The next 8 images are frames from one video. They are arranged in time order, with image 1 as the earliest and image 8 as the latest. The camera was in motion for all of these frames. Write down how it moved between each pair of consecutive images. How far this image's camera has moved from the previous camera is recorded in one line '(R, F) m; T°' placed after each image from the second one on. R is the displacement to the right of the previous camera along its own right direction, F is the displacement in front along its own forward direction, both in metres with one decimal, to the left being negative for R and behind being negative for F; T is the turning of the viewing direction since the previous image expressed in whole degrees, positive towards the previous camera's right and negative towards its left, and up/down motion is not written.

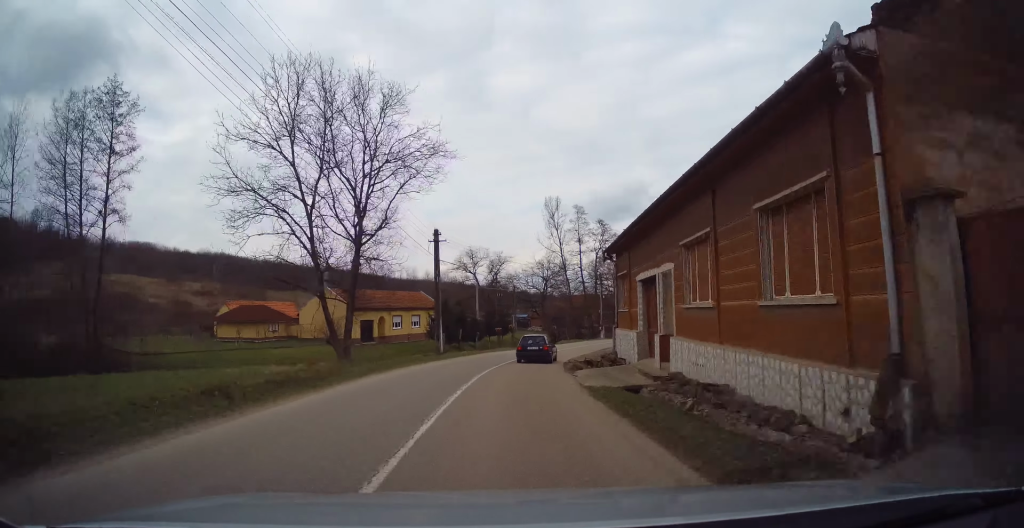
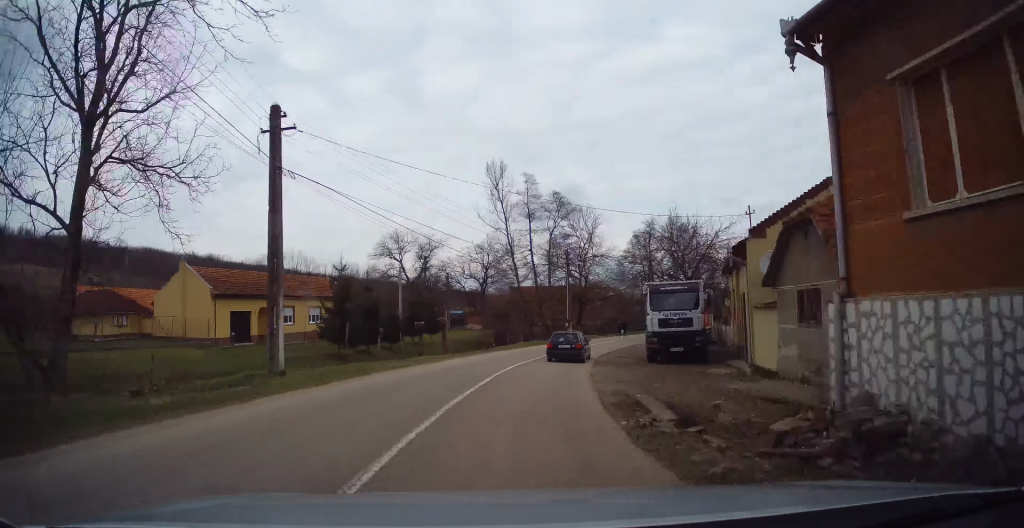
(+1.0, +19.3) m; +5°
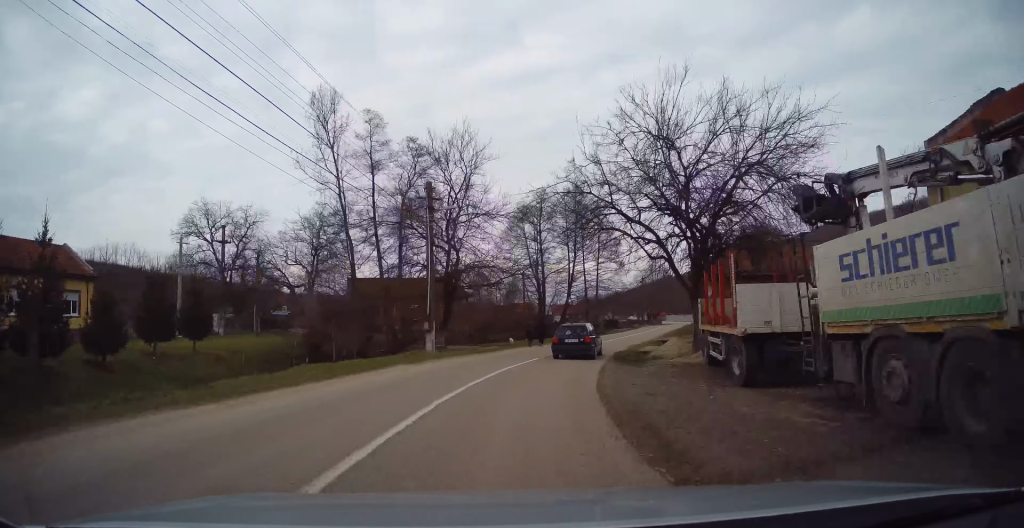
(+2.3, +23.8) m; +14°
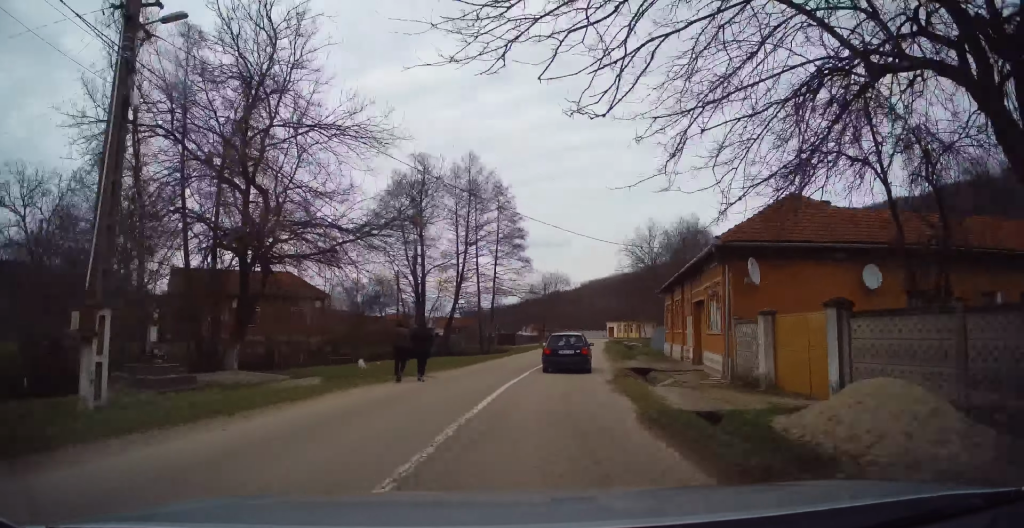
(+1.5, +17.2) m; +12°
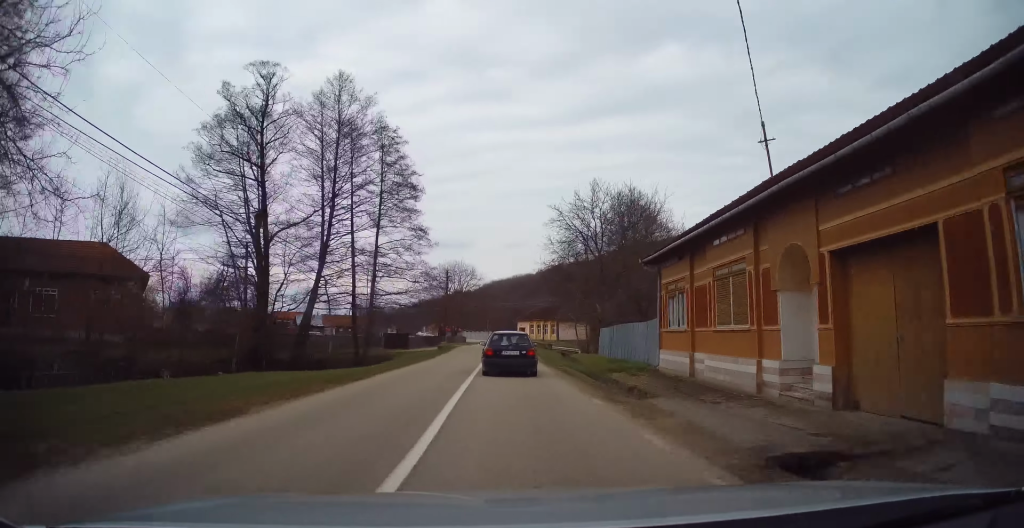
(+1.7, +16.0) m; +11°
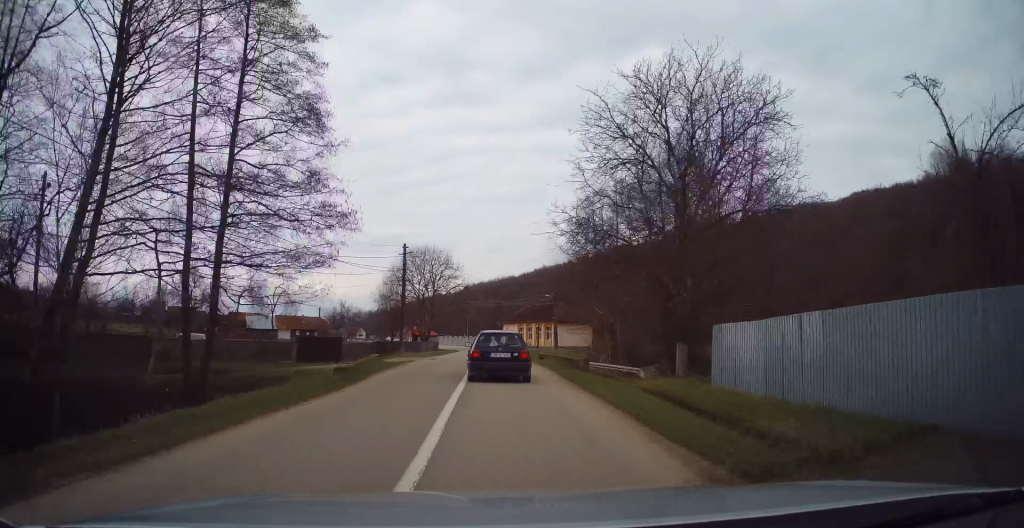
(+1.9, +20.6) m; +8°
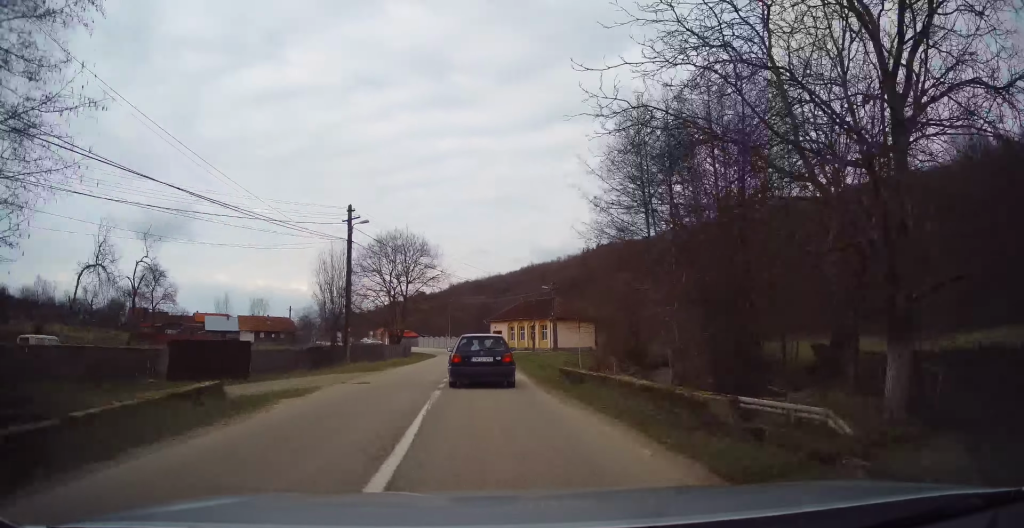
(+0.4, +13.4) m; +2°
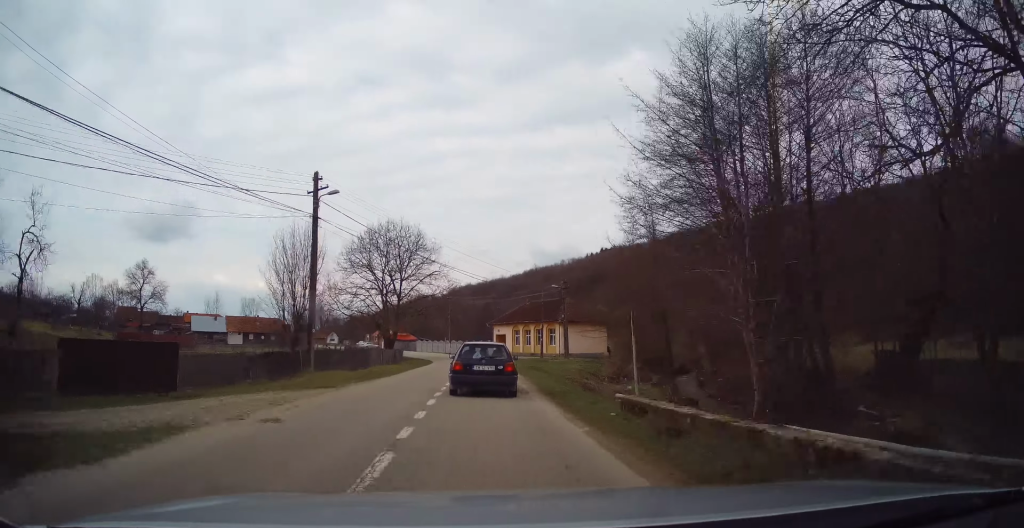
(+0.1, +6.6) m; 0°
